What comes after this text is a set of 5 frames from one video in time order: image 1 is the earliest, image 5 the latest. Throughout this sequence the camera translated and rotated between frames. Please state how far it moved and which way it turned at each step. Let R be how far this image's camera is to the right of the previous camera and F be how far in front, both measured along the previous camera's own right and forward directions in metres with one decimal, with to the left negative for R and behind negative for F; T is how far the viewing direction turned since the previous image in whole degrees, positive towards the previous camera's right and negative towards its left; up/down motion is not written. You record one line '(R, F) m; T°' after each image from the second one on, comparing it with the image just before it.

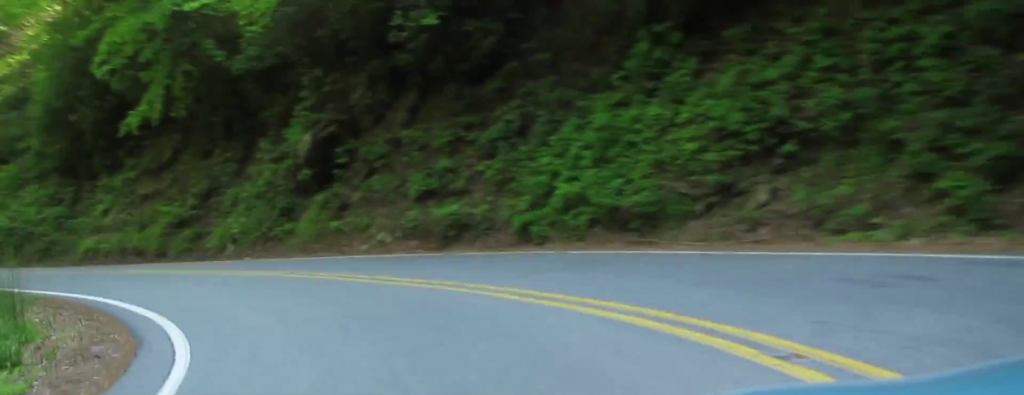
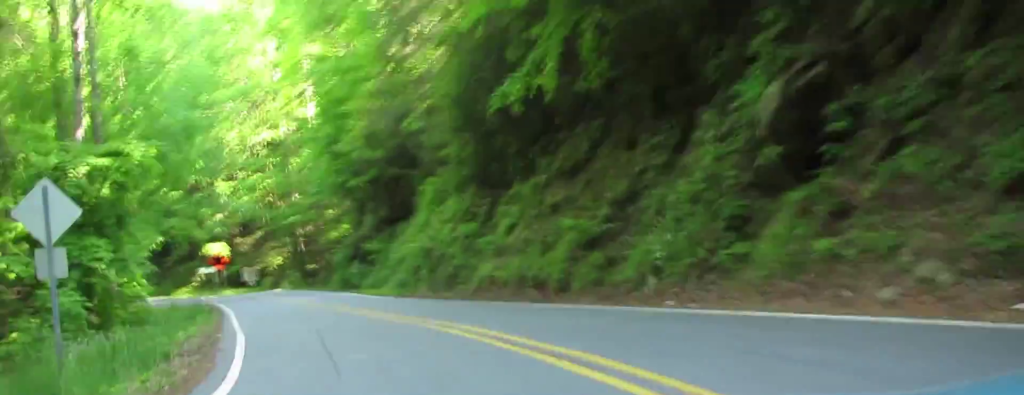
(-0.3, +11.0) m; -3°
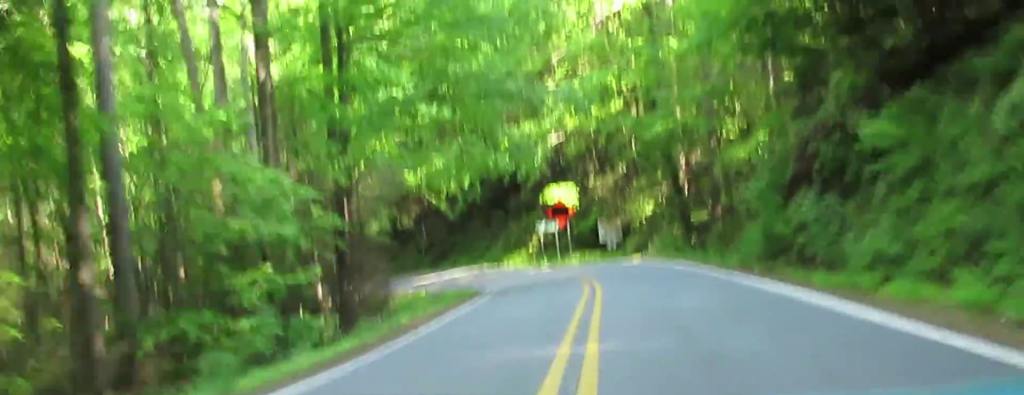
(-2.0, +29.8) m; -13°
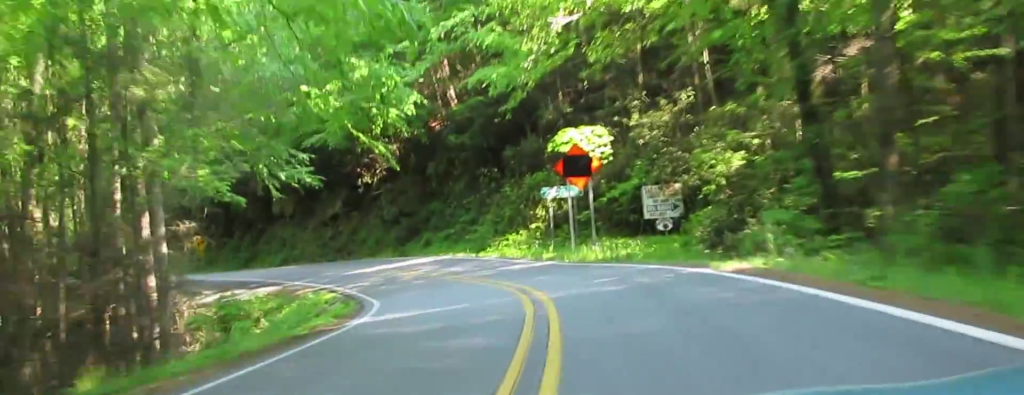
(-3.2, +24.3) m; -22°
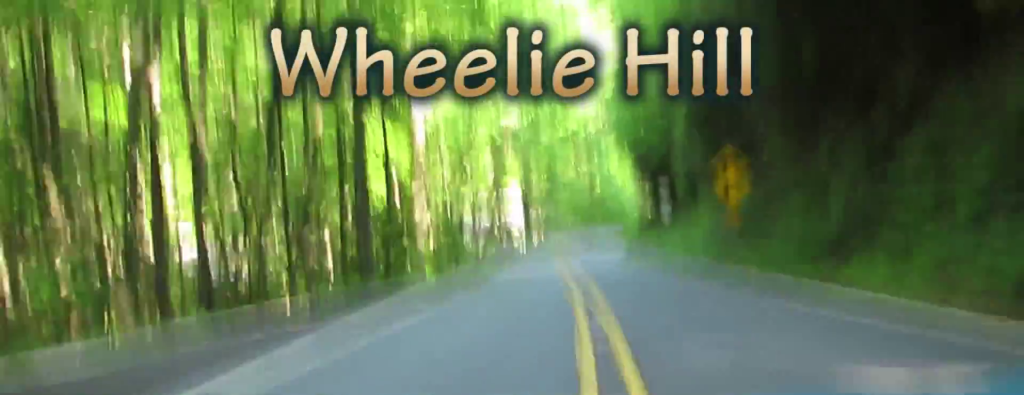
(-18.4, +73.4) m; -17°
